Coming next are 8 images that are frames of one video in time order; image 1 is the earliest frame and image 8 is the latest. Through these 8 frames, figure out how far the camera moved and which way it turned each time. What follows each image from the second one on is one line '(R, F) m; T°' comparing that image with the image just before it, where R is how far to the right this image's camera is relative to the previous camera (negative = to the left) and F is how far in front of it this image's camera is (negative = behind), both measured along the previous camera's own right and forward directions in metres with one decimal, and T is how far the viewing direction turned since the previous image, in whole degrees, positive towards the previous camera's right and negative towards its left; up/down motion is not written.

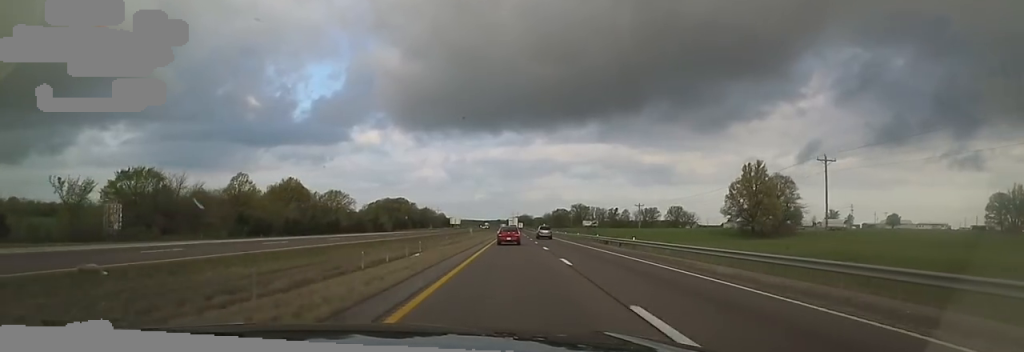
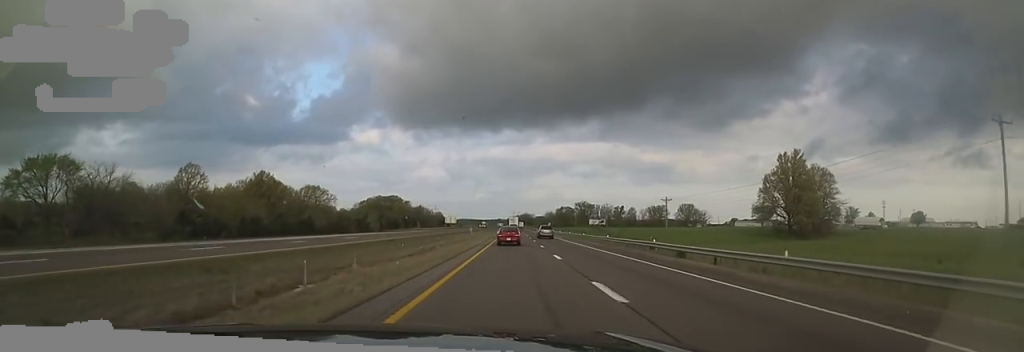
(0.0, +20.5) m; 0°
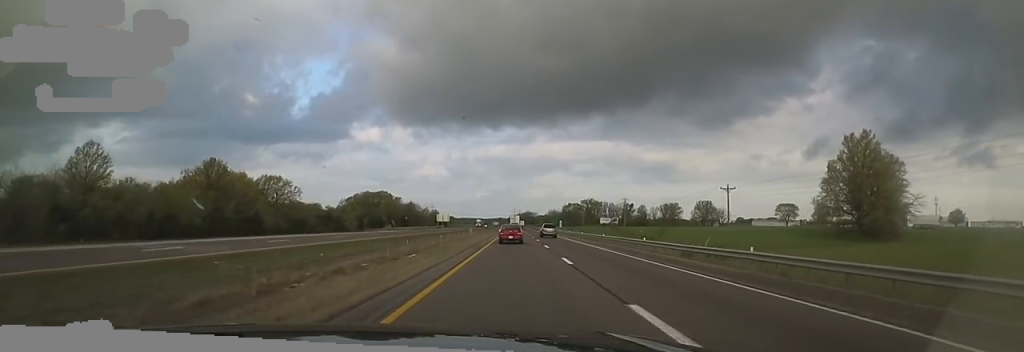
(0.0, +27.8) m; 0°
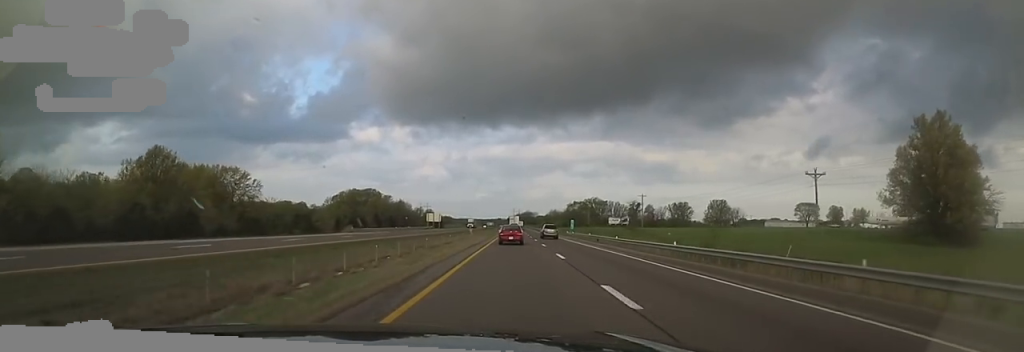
(+0.1, +21.6) m; -1°
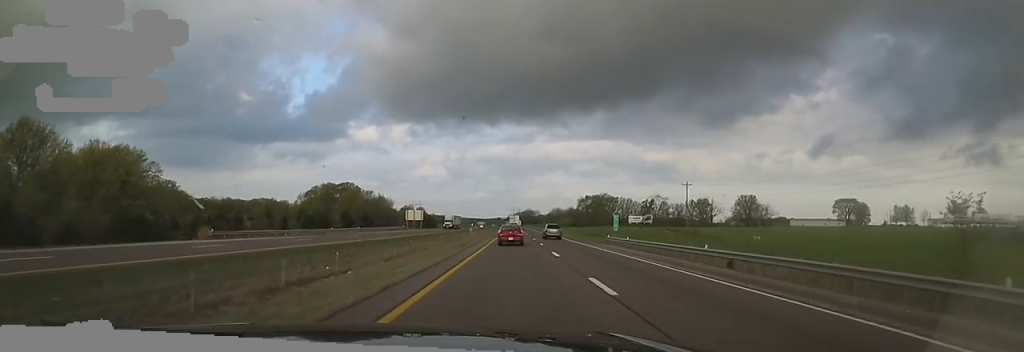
(-0.5, +35.0) m; +1°
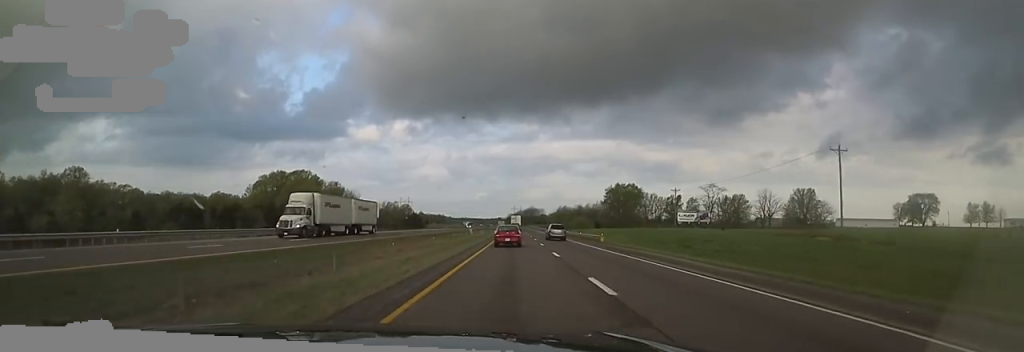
(+1.1, +48.6) m; 0°
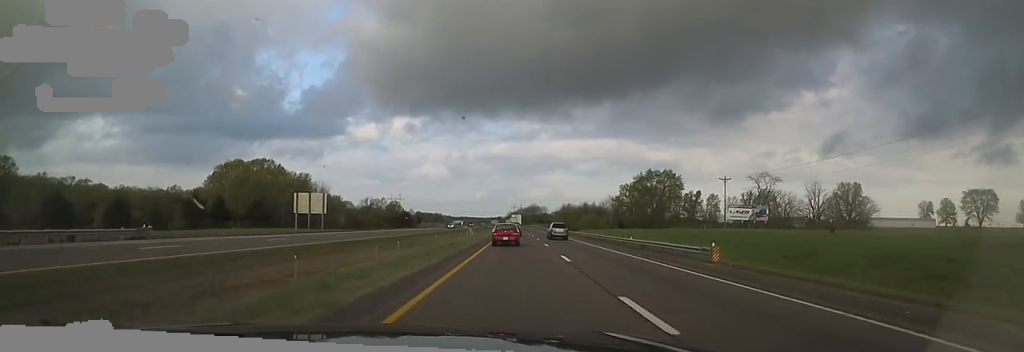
(-0.2, +28.1) m; -2°
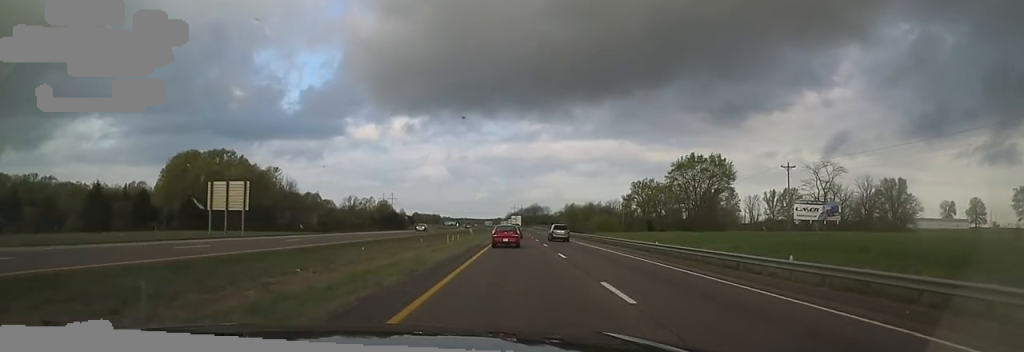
(-0.3, +21.9) m; -1°
